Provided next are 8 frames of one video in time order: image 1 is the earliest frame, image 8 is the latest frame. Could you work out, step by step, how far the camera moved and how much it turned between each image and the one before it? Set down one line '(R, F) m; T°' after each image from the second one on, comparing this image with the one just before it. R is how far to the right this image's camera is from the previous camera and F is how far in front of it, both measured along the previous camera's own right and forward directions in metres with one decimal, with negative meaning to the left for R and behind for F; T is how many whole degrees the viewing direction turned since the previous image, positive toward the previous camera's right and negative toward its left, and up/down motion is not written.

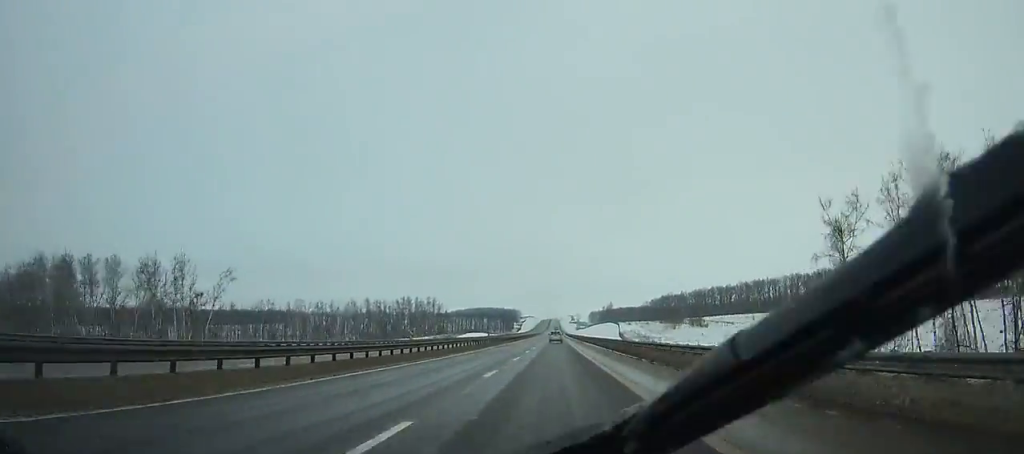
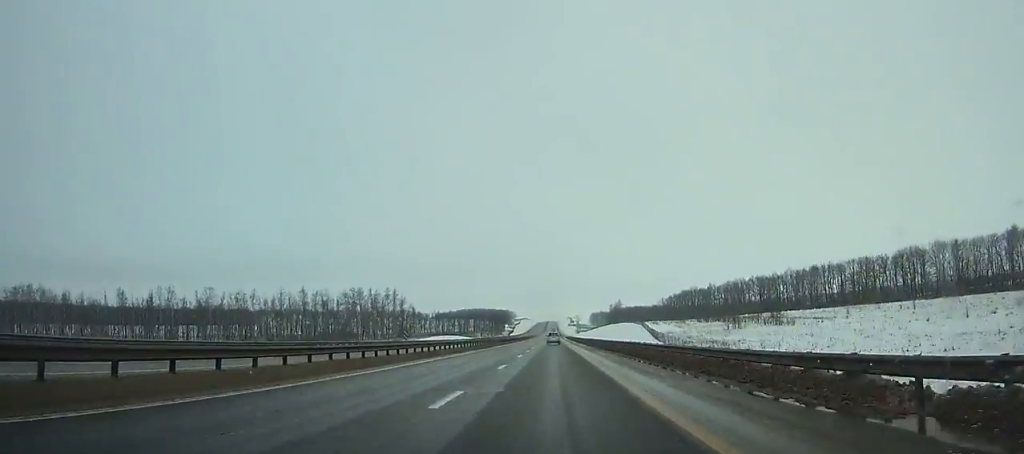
(+0.1, +81.1) m; 0°
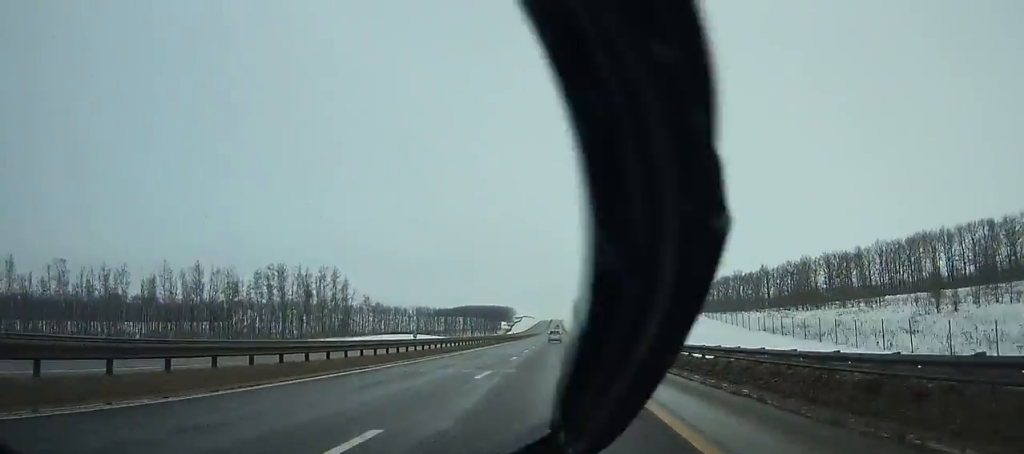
(+0.1, +77.9) m; 0°
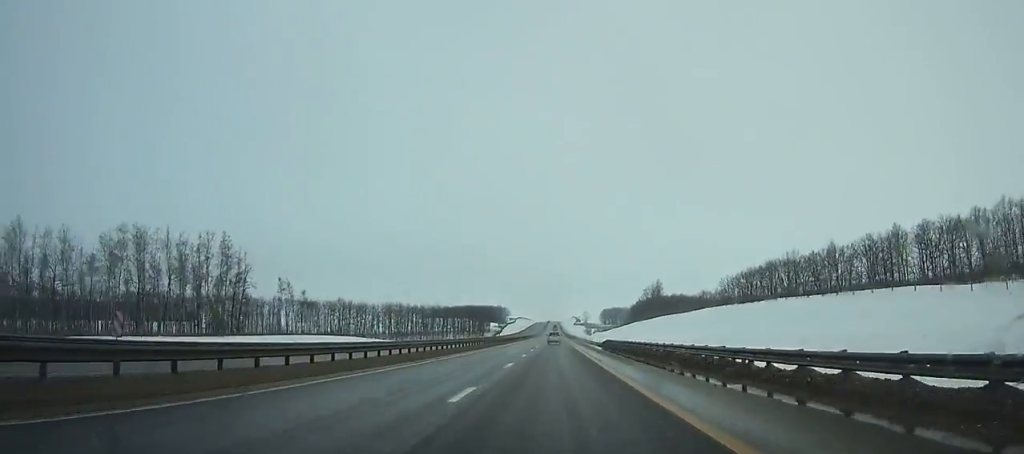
(-0.2, +64.7) m; 0°
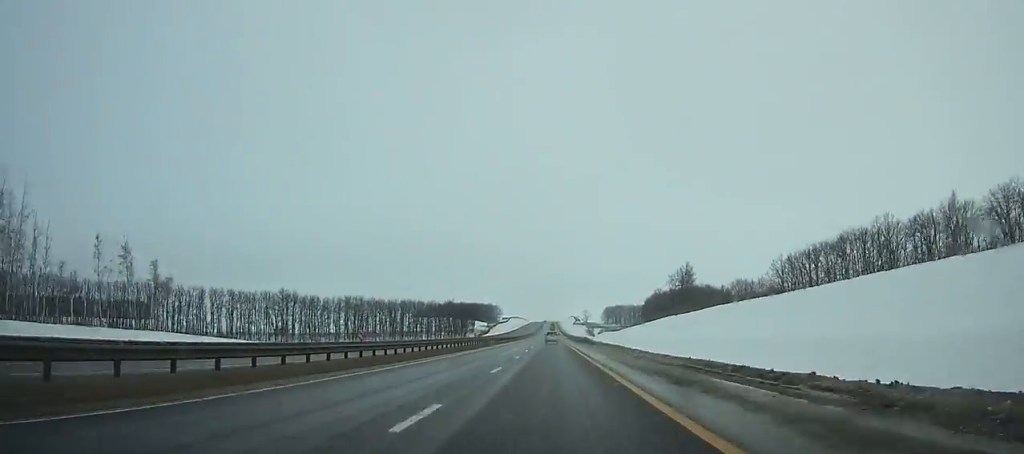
(0.0, +64.3) m; 0°
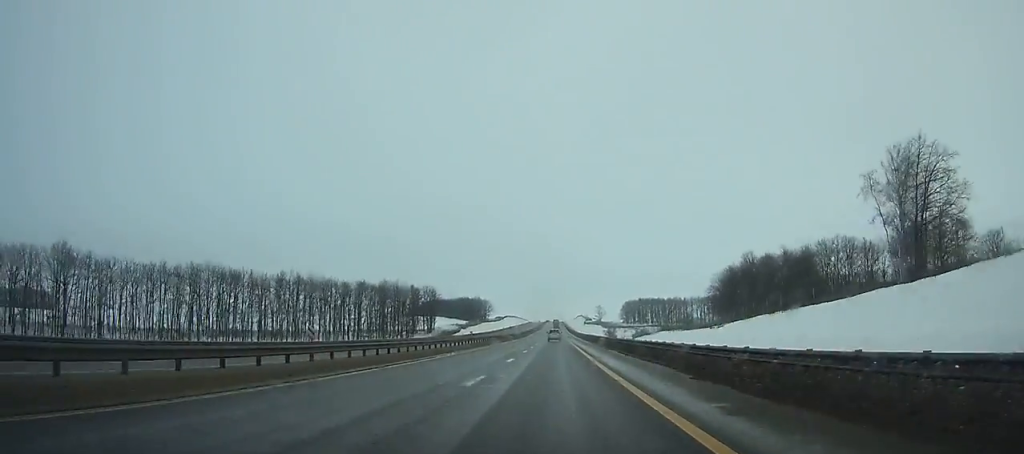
(-0.3, +124.0) m; 0°
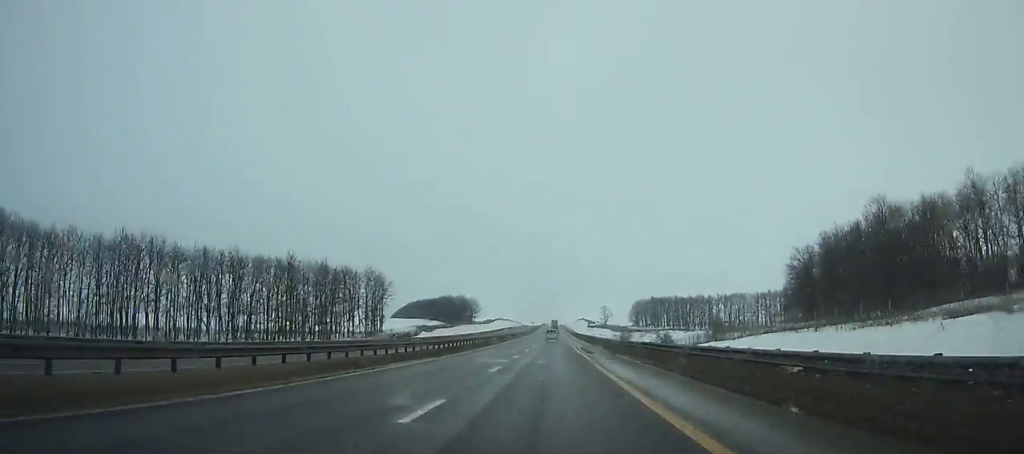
(+0.2, +65.4) m; 0°
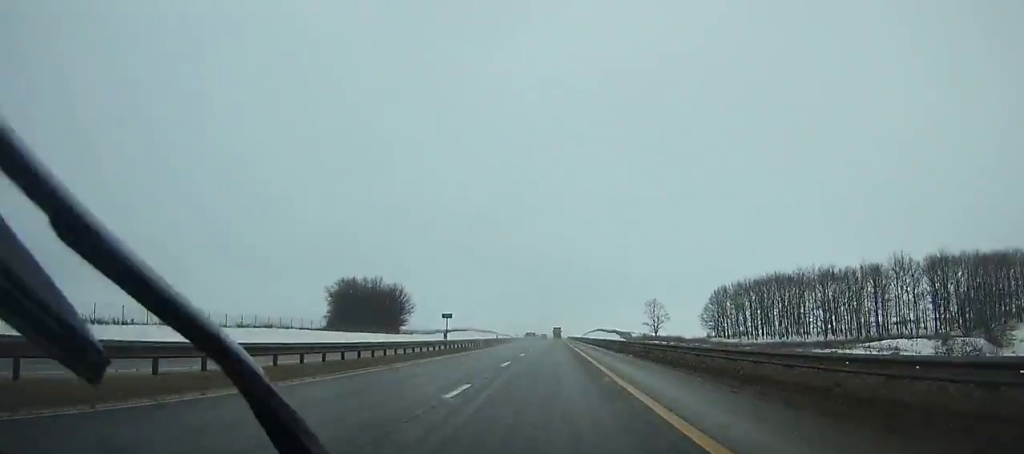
(-0.4, +188.6) m; 0°
